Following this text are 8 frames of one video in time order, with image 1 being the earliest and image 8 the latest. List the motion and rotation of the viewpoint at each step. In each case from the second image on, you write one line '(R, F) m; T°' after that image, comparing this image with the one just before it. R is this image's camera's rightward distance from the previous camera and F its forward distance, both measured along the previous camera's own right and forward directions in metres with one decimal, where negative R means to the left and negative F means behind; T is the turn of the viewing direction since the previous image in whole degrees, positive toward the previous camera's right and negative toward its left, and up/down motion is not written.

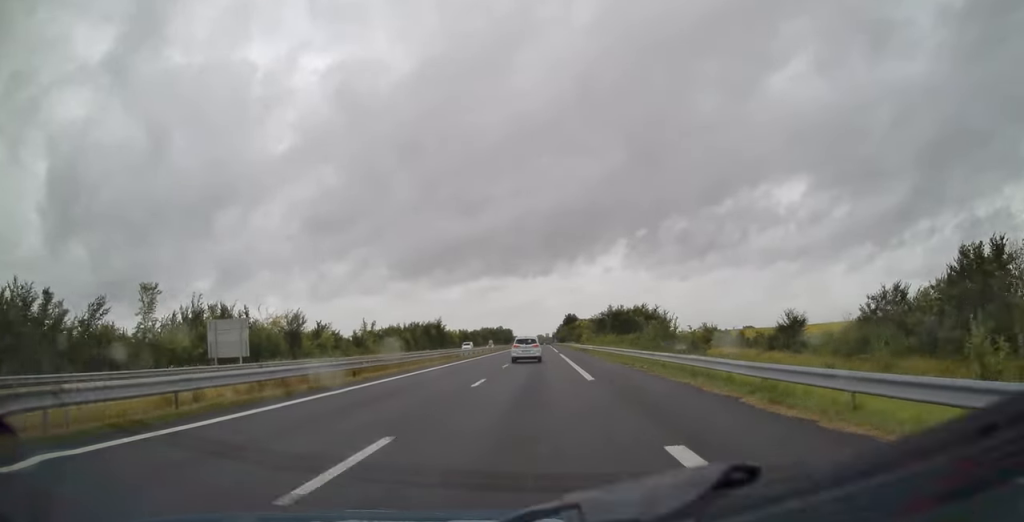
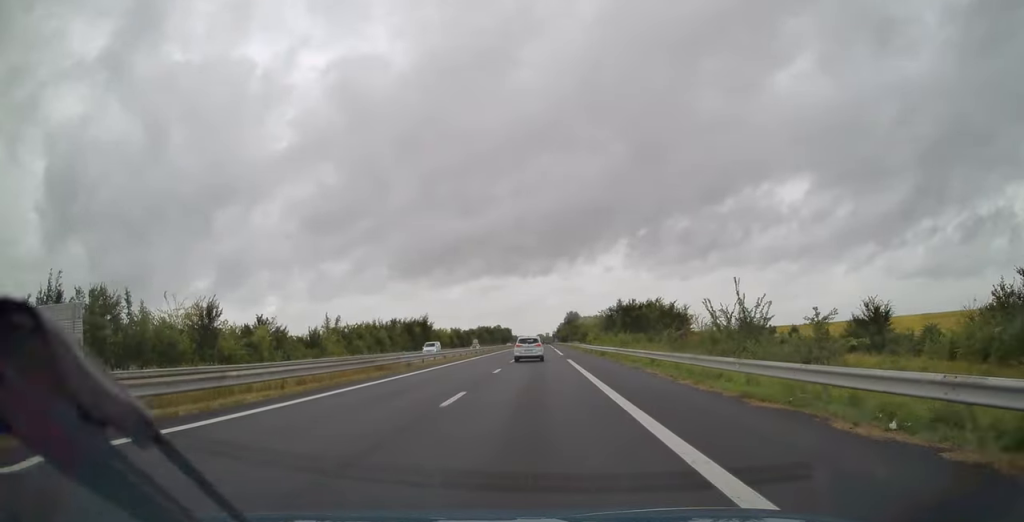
(0.0, +18.8) m; 0°
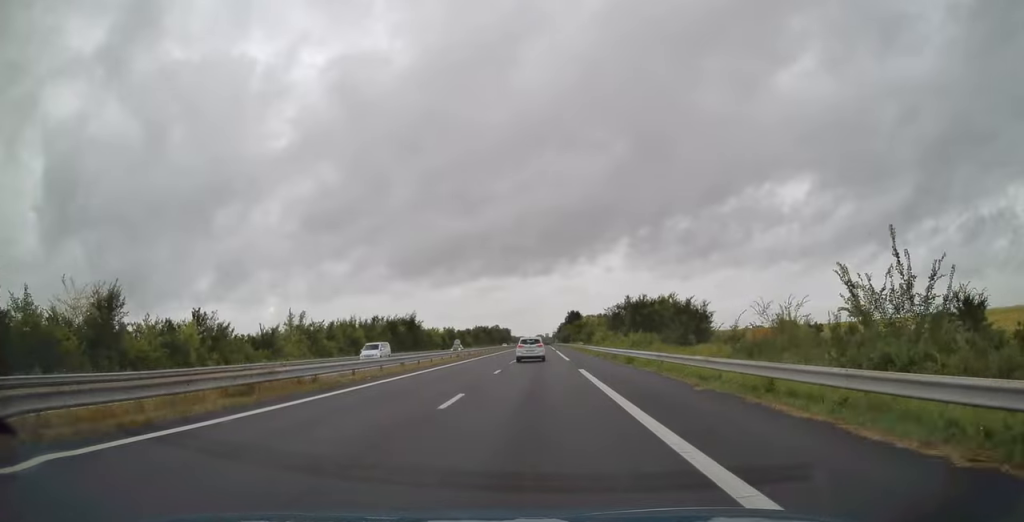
(0.0, +13.4) m; 0°
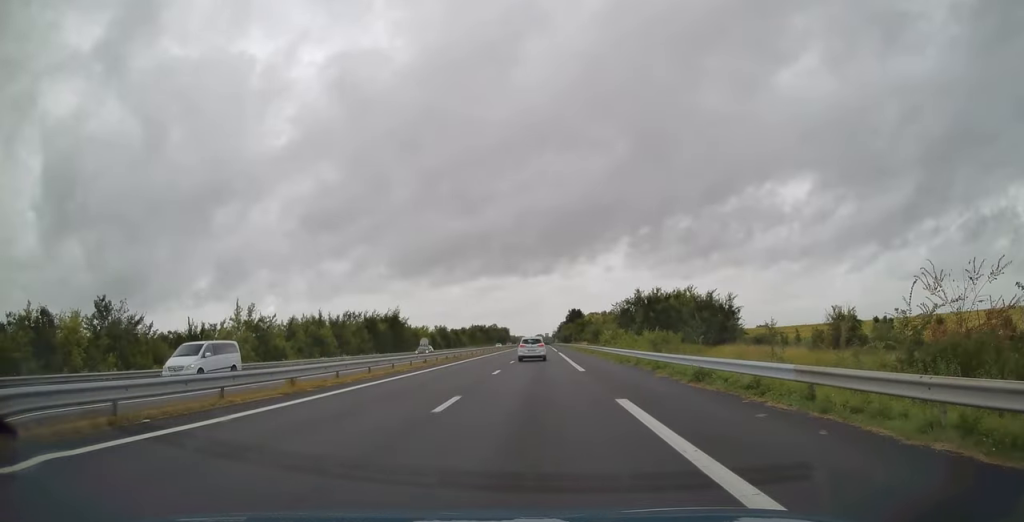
(0.0, +13.9) m; 0°
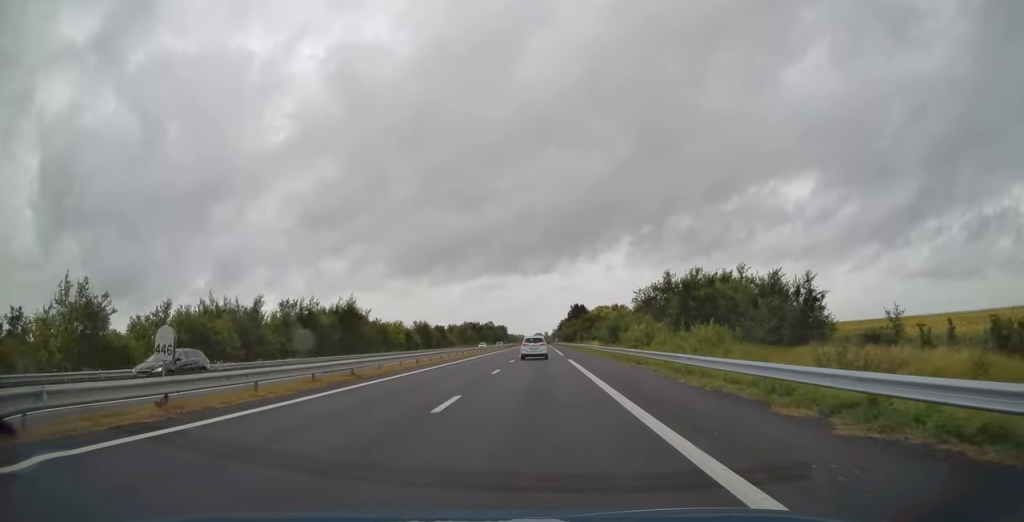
(-0.1, +26.3) m; 0°
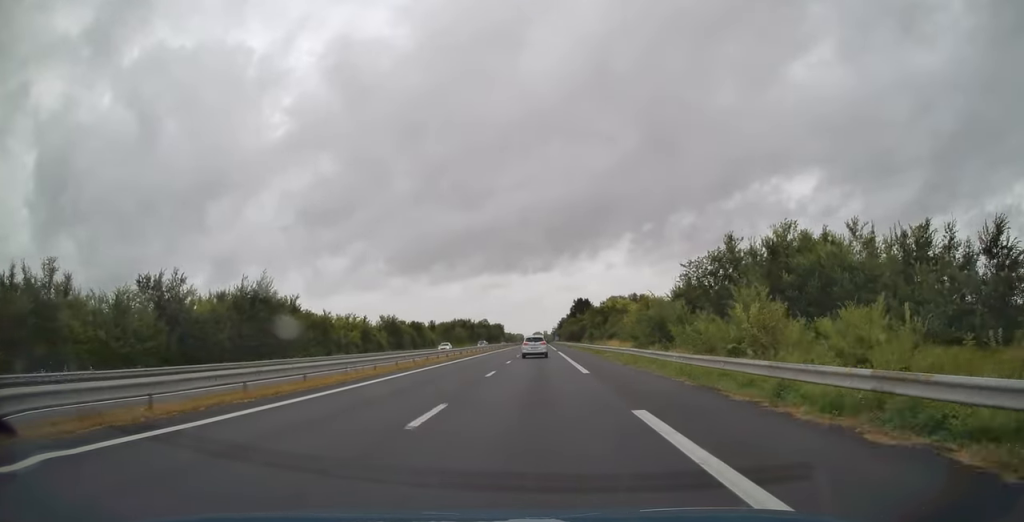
(0.0, +28.6) m; 0°
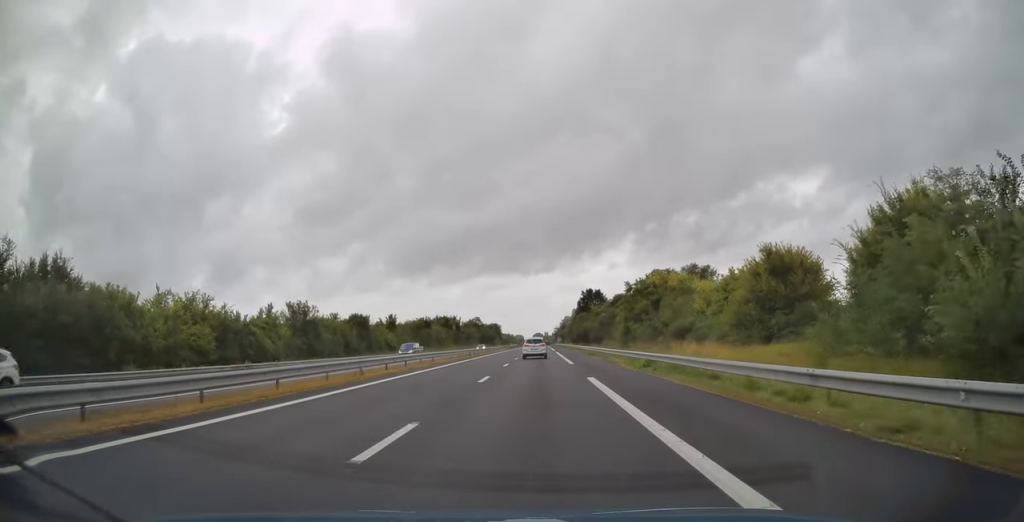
(+0.1, +42.1) m; 0°
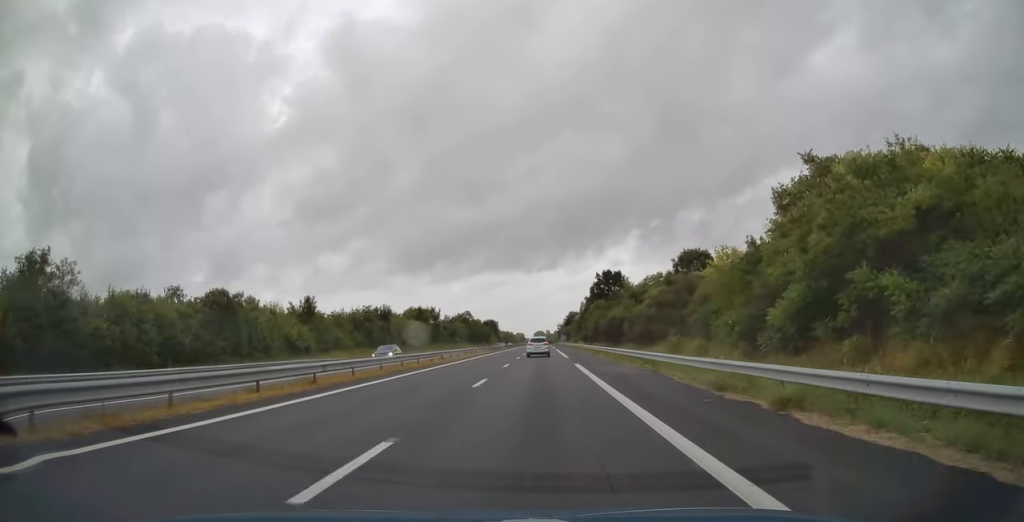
(-0.1, +41.5) m; 0°
